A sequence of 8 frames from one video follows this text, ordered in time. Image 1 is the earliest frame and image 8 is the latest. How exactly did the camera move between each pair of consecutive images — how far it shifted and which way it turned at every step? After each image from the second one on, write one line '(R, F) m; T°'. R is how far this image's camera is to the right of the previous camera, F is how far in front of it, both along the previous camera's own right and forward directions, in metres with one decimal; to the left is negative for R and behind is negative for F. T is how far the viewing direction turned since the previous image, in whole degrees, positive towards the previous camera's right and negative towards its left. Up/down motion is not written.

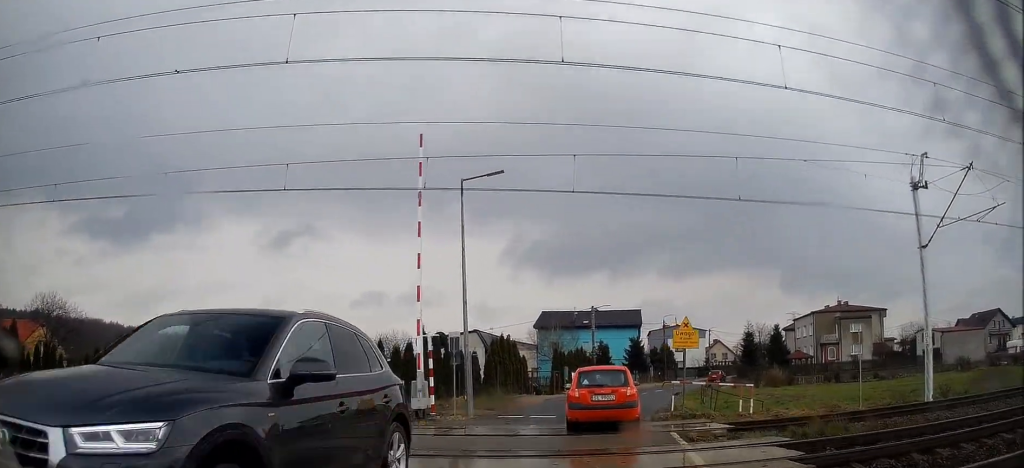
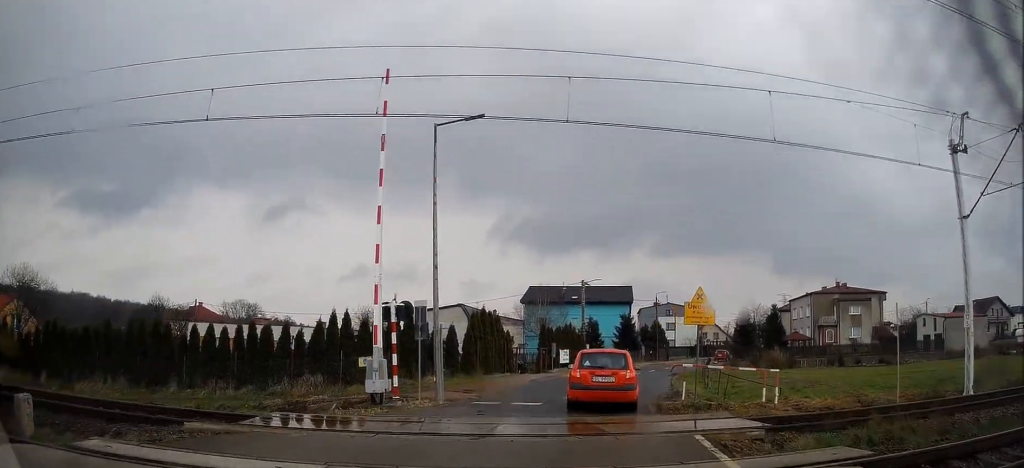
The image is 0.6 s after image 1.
(-0.1, +3.0) m; -1°
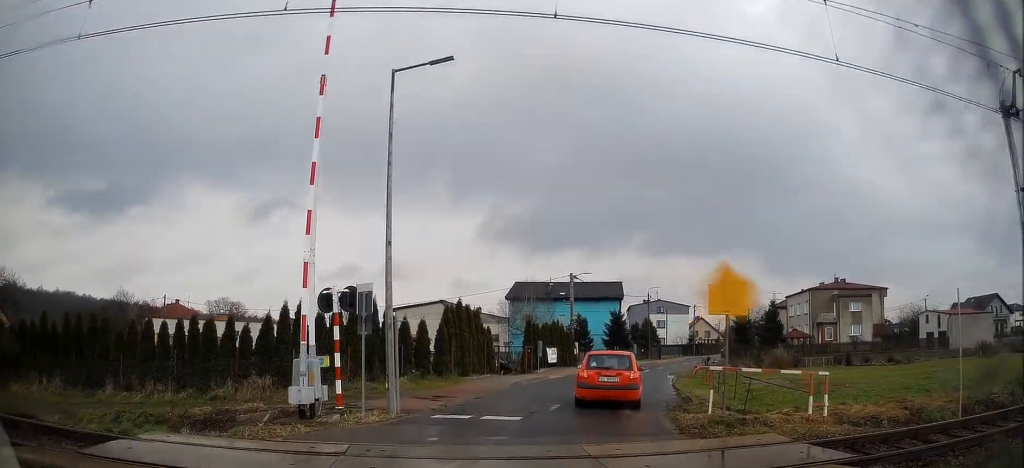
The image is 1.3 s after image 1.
(-0.2, +3.5) m; +2°
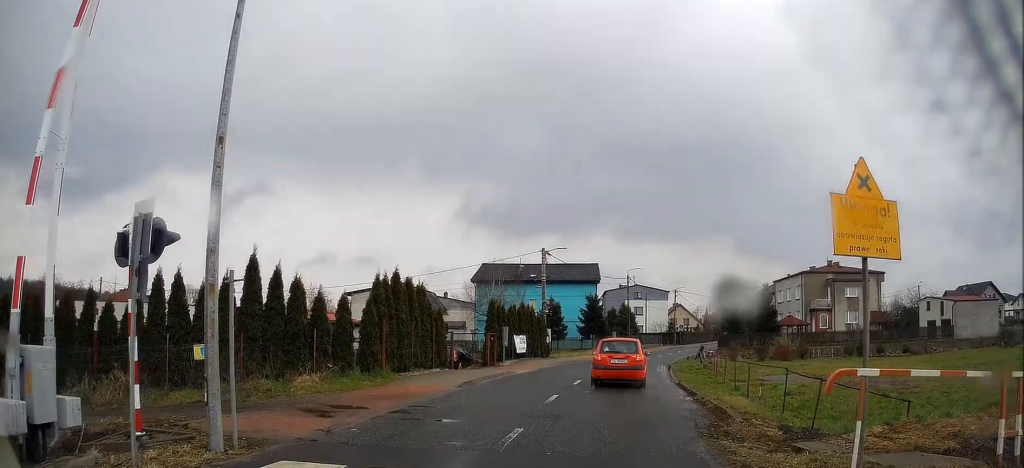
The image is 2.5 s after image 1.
(+0.5, +6.5) m; +4°
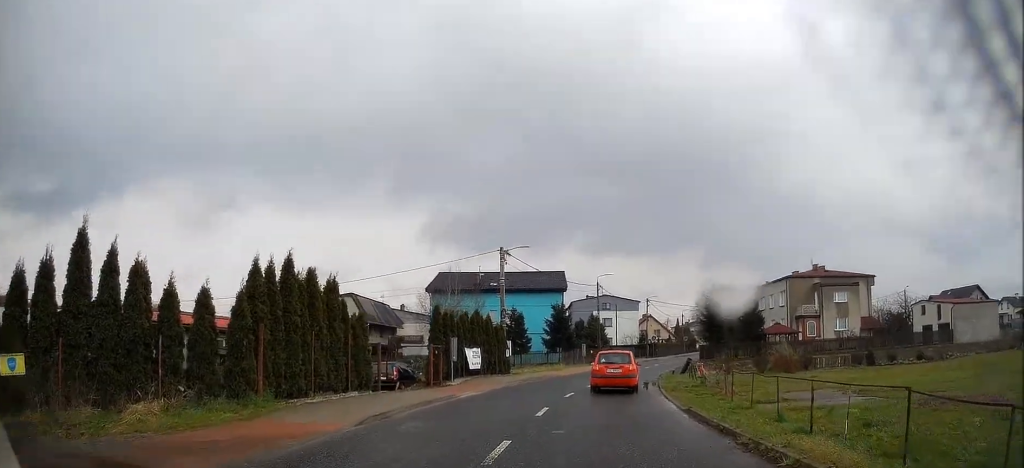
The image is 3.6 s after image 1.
(0.0, +6.2) m; 0°
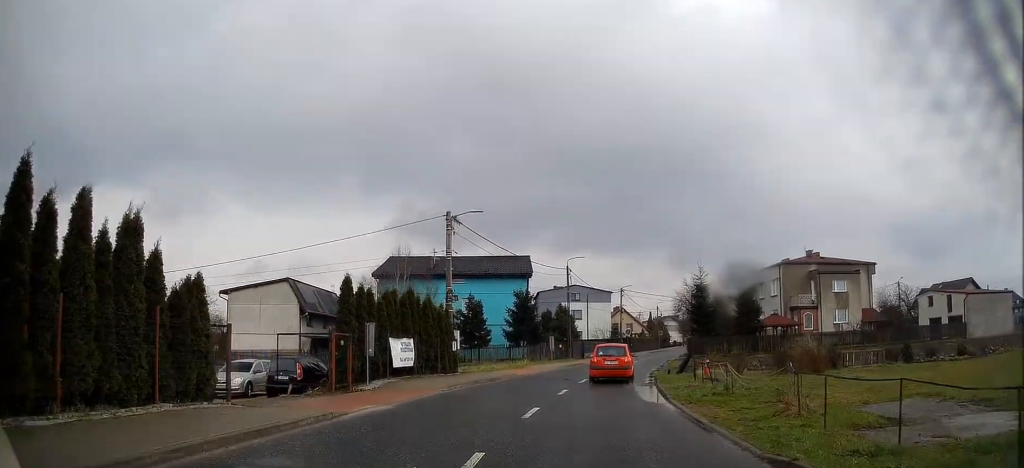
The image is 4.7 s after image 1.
(+0.1, +7.3) m; +5°
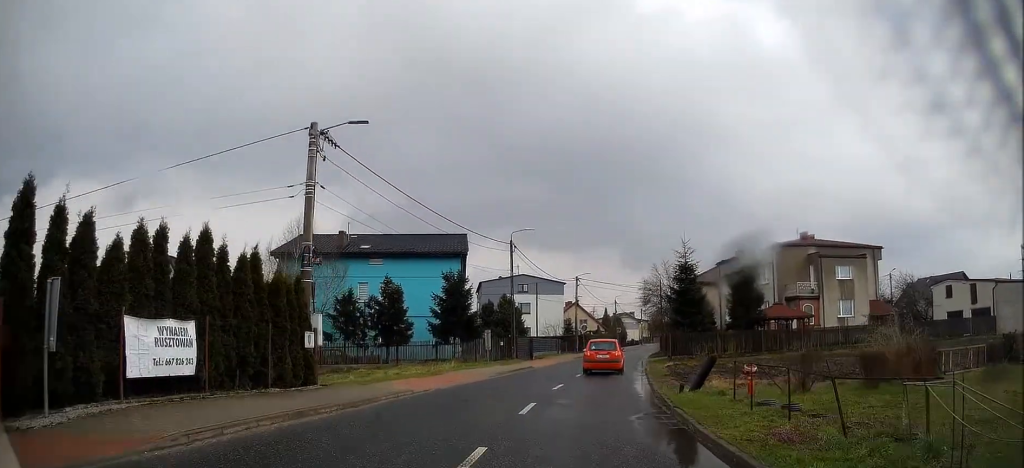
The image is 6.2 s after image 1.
(+1.0, +10.6) m; +7°
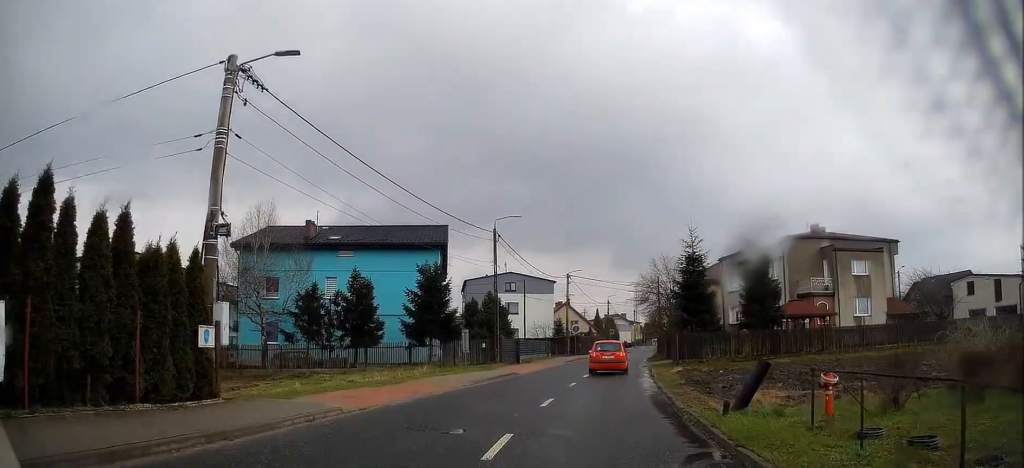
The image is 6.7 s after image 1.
(0.0, +4.4) m; +1°
